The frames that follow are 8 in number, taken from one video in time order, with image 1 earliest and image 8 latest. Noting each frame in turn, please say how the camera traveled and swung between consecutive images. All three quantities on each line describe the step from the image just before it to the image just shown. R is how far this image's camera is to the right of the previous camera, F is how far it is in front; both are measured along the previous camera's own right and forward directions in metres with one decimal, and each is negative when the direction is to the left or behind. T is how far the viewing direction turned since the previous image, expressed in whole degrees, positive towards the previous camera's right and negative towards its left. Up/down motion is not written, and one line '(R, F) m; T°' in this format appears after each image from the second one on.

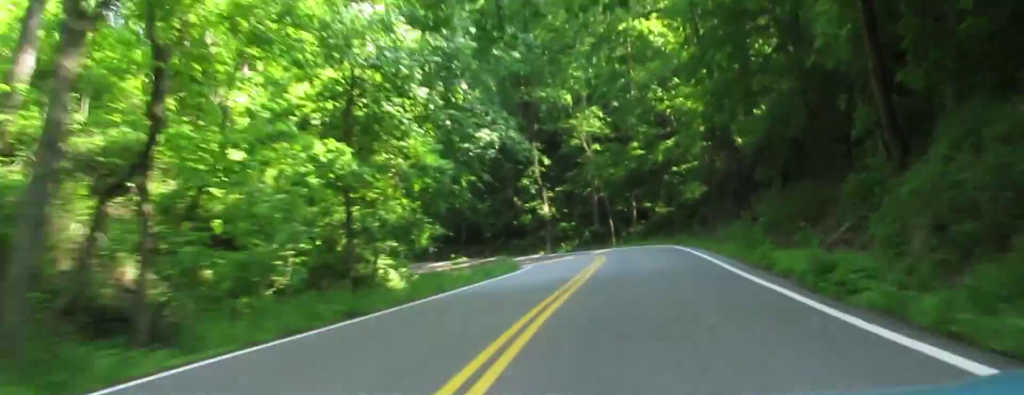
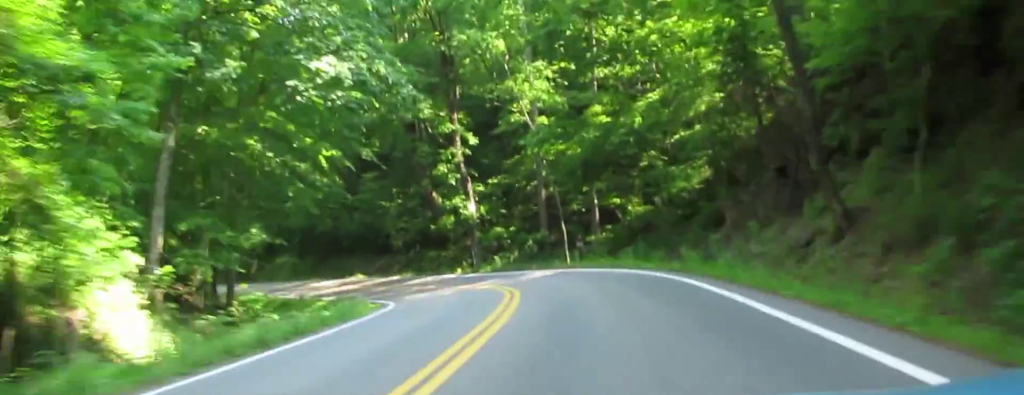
(-0.8, +24.5) m; -3°
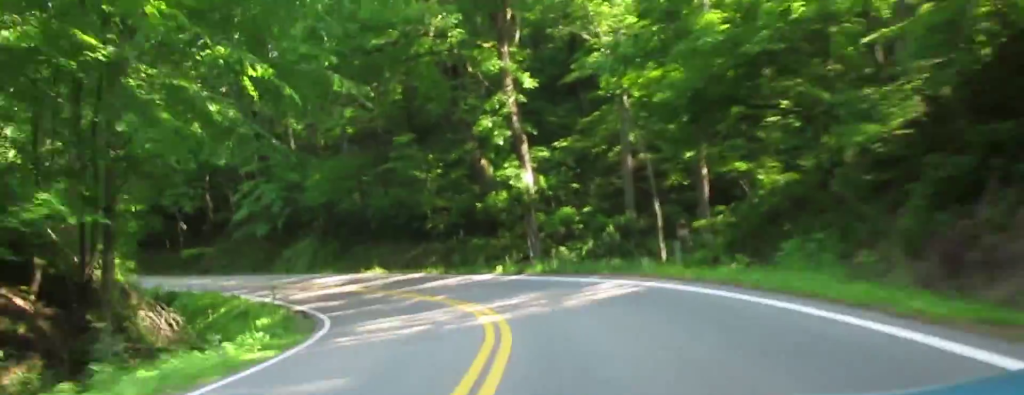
(-0.2, +17.6) m; -4°
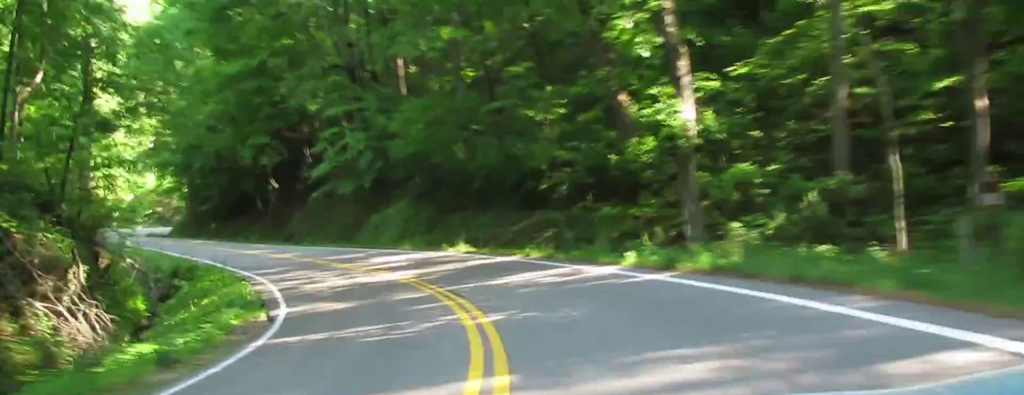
(-0.6, +14.8) m; -6°
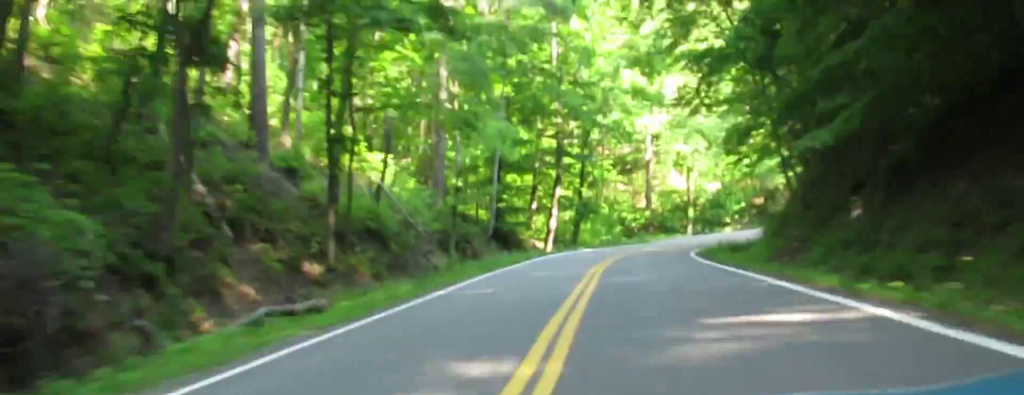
(-21.8, +56.2) m; -35°
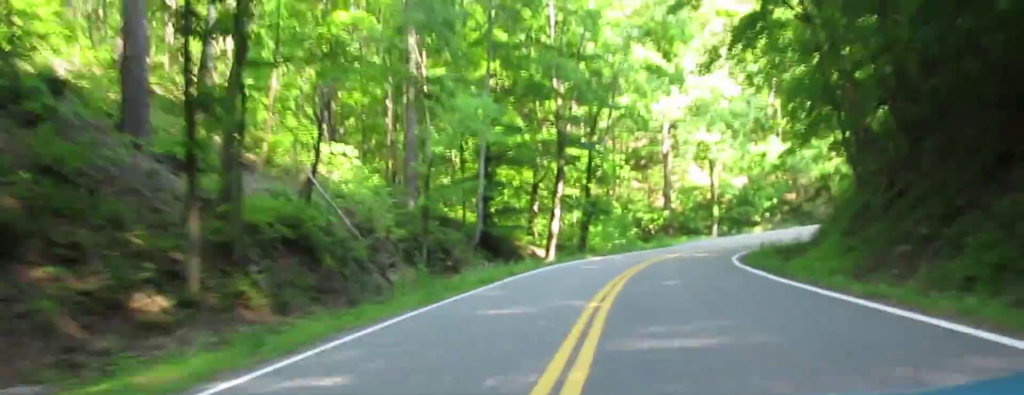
(-1.0, +14.8) m; +2°
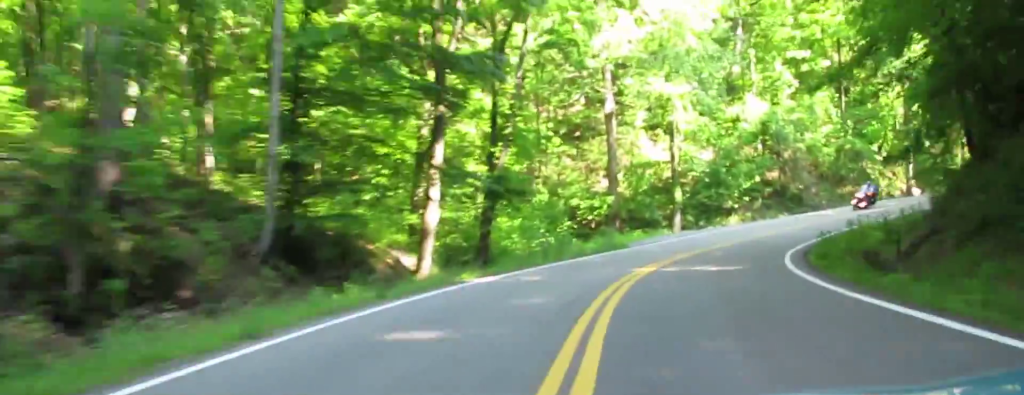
(+2.4, +28.2) m; +9°
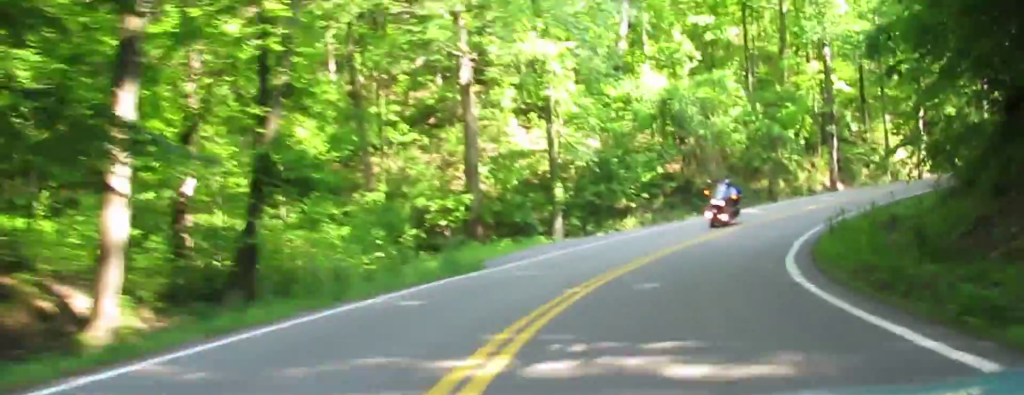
(+1.0, +17.4) m; +6°
